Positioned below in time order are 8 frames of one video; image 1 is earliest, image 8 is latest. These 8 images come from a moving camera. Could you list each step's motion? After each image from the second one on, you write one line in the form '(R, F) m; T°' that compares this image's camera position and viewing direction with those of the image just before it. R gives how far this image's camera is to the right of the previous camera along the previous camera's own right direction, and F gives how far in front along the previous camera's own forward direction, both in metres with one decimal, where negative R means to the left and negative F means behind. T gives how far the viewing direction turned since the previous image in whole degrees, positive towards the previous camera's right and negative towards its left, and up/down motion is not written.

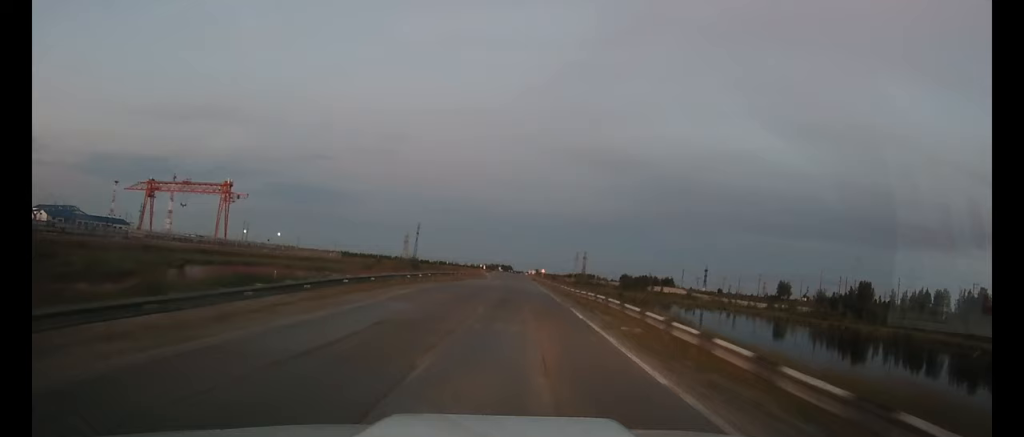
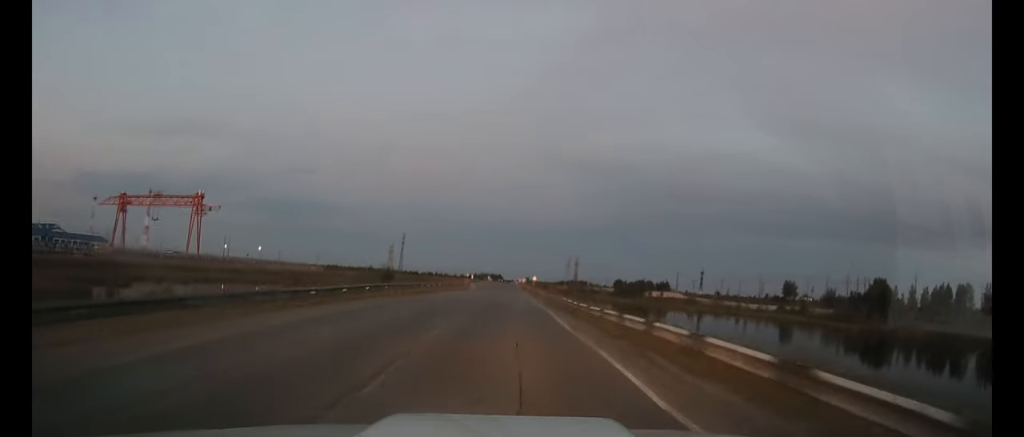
(0.0, +13.8) m; +1°
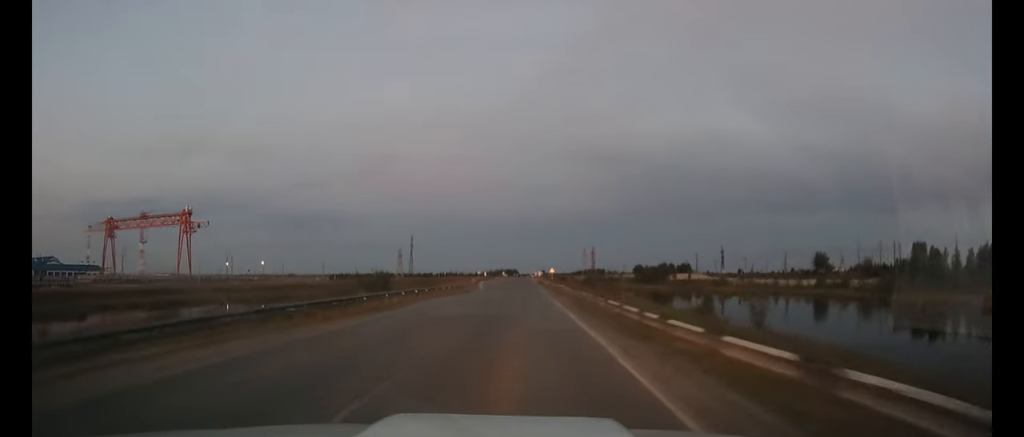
(+0.1, +14.8) m; 0°
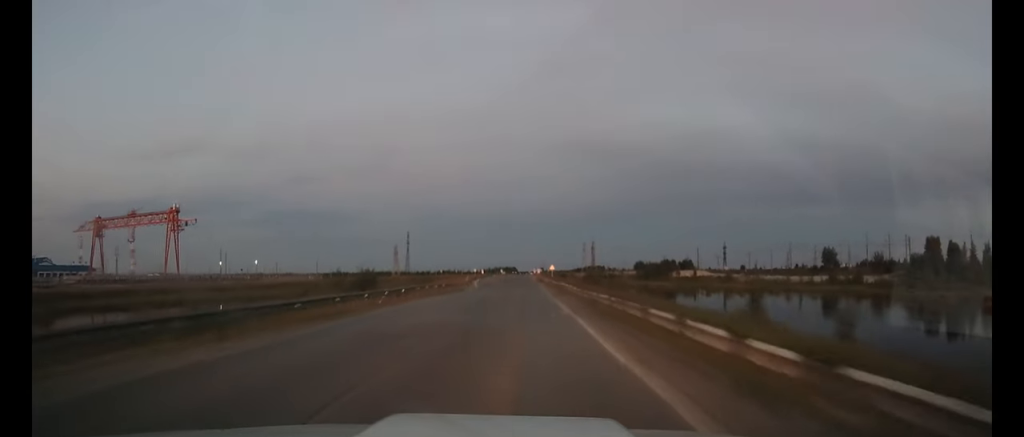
(0.0, +7.2) m; 0°
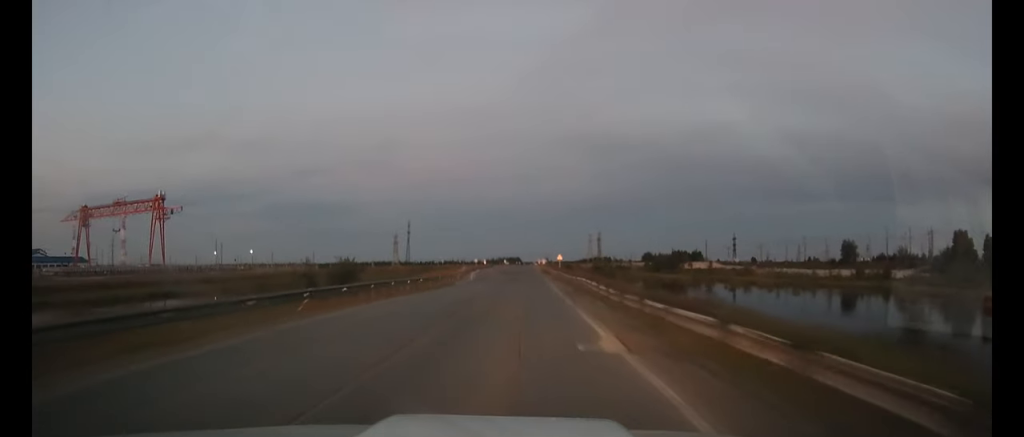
(-0.1, +11.0) m; 0°
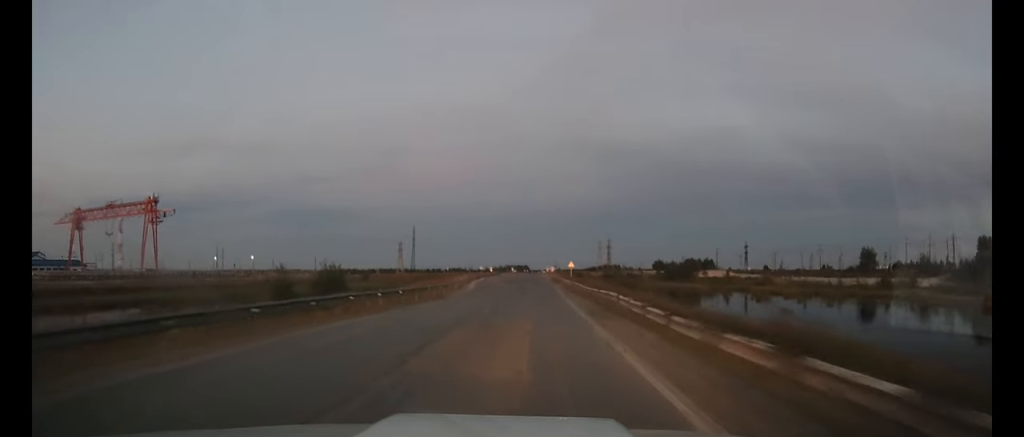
(0.0, +8.2) m; 0°
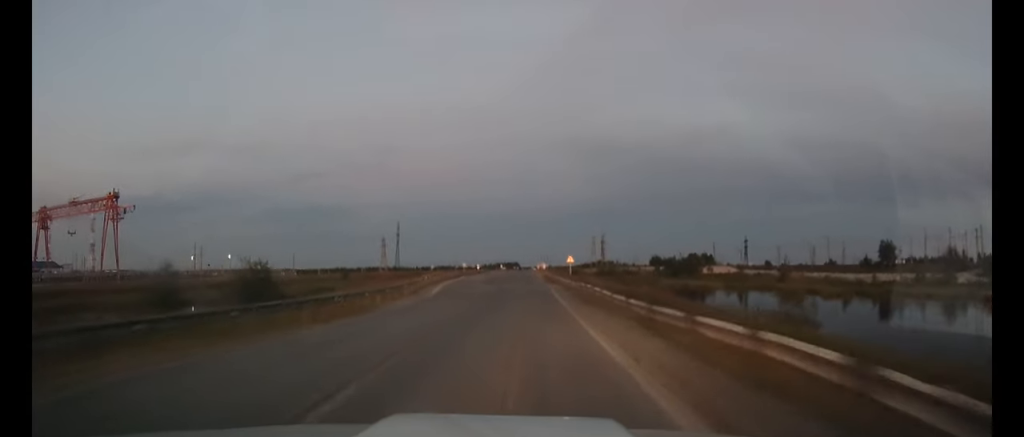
(-0.1, +16.8) m; 0°
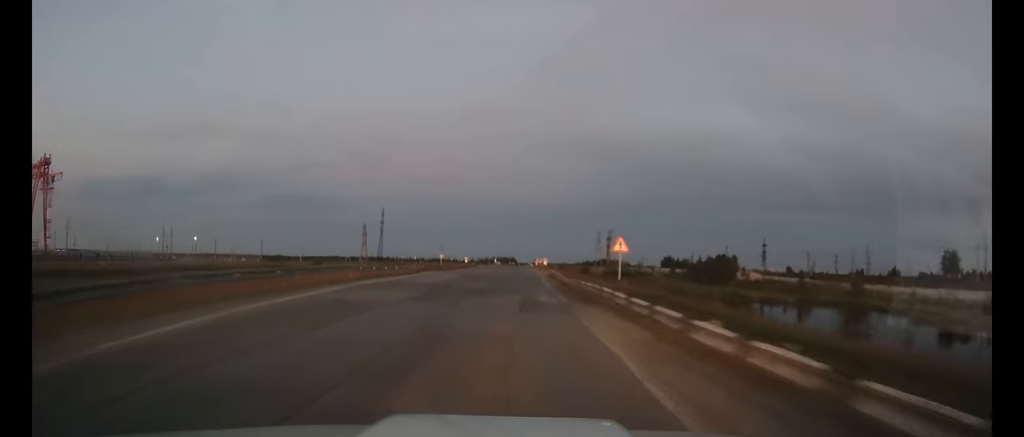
(0.0, +33.5) m; 0°
